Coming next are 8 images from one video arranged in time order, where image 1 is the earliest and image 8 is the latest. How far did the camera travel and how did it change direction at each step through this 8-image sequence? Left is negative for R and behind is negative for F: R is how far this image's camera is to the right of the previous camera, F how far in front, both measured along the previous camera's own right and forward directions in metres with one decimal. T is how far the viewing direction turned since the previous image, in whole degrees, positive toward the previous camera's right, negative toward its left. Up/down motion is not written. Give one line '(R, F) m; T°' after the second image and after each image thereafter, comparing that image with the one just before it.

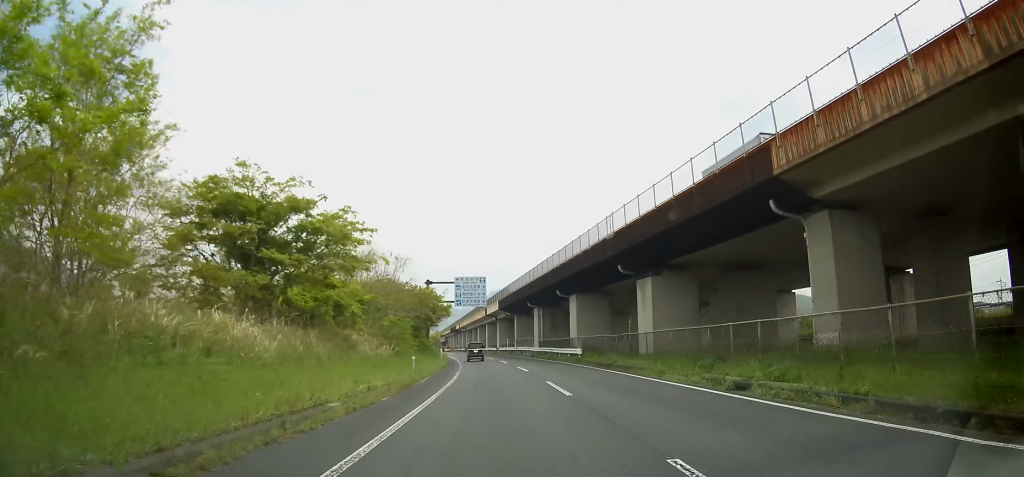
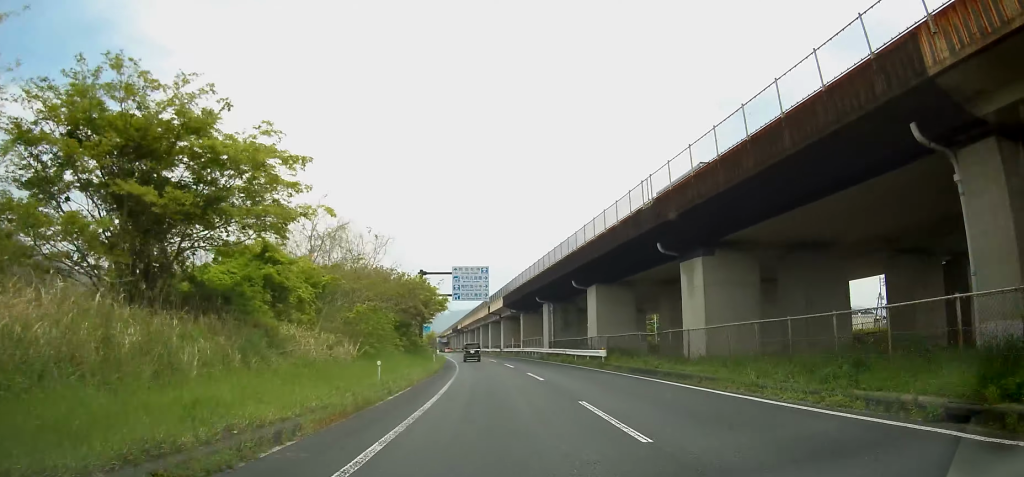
(-0.1, +7.7) m; 0°
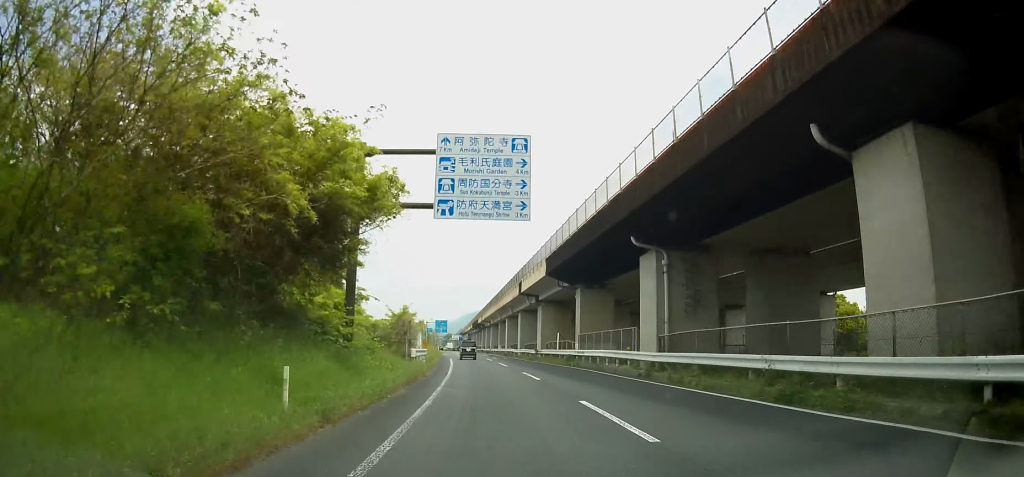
(+0.1, +30.4) m; 0°
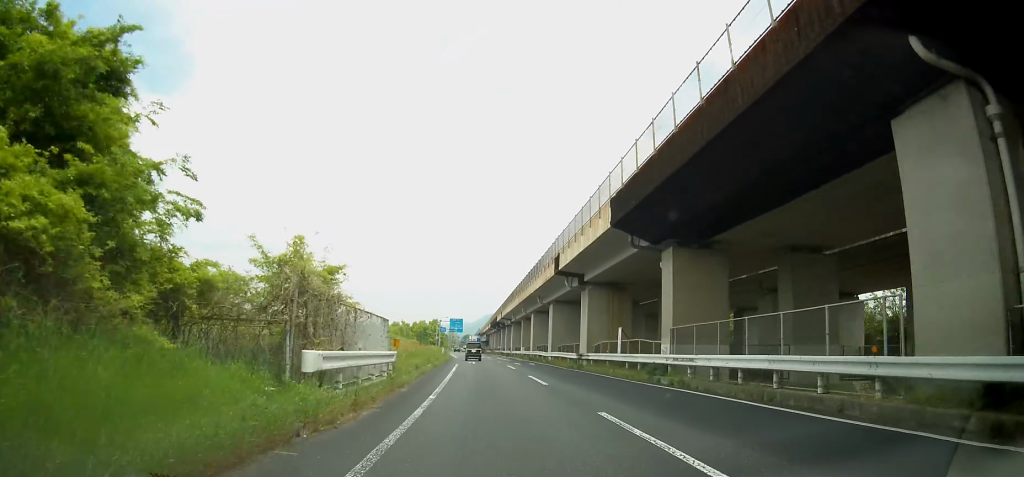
(-0.2, +17.4) m; -2°
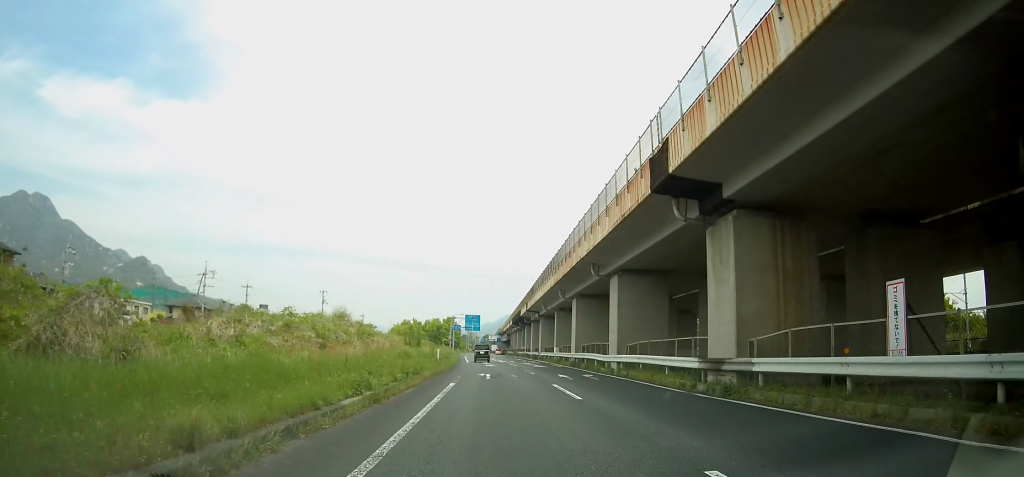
(-0.5, +20.9) m; -2°
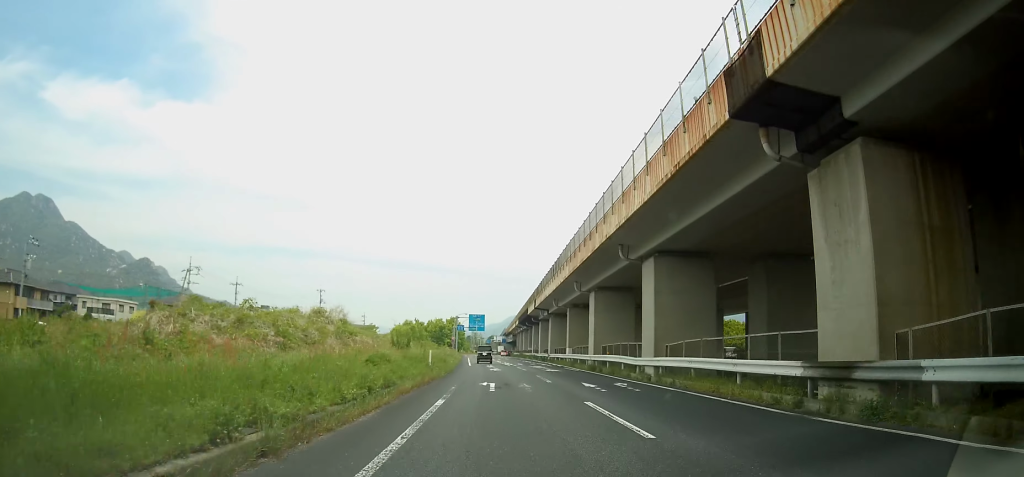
(0.0, +6.5) m; 0°
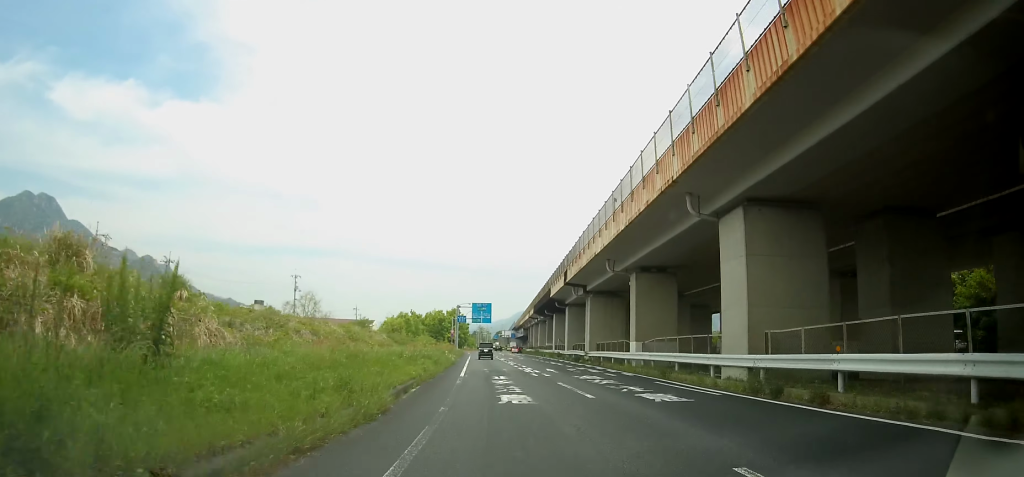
(-0.2, +24.0) m; -1°
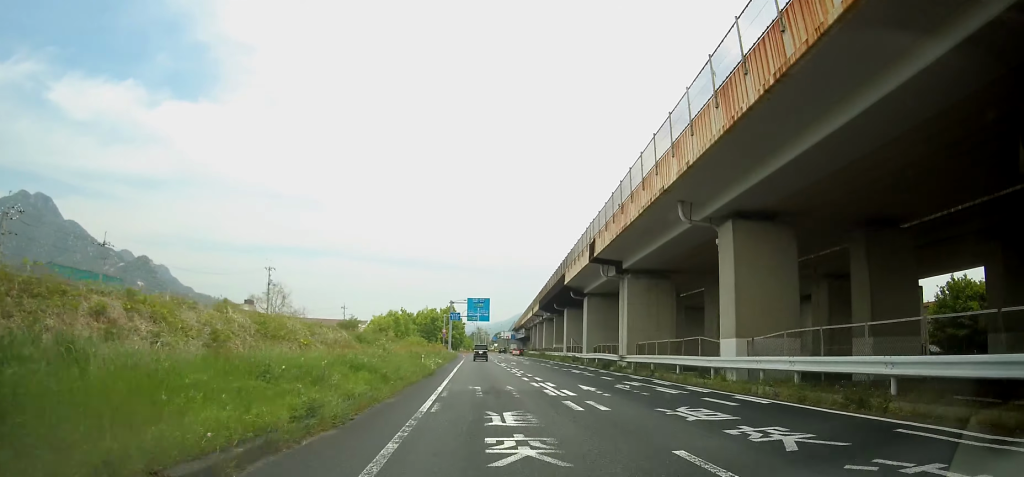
(0.0, +13.8) m; 0°
